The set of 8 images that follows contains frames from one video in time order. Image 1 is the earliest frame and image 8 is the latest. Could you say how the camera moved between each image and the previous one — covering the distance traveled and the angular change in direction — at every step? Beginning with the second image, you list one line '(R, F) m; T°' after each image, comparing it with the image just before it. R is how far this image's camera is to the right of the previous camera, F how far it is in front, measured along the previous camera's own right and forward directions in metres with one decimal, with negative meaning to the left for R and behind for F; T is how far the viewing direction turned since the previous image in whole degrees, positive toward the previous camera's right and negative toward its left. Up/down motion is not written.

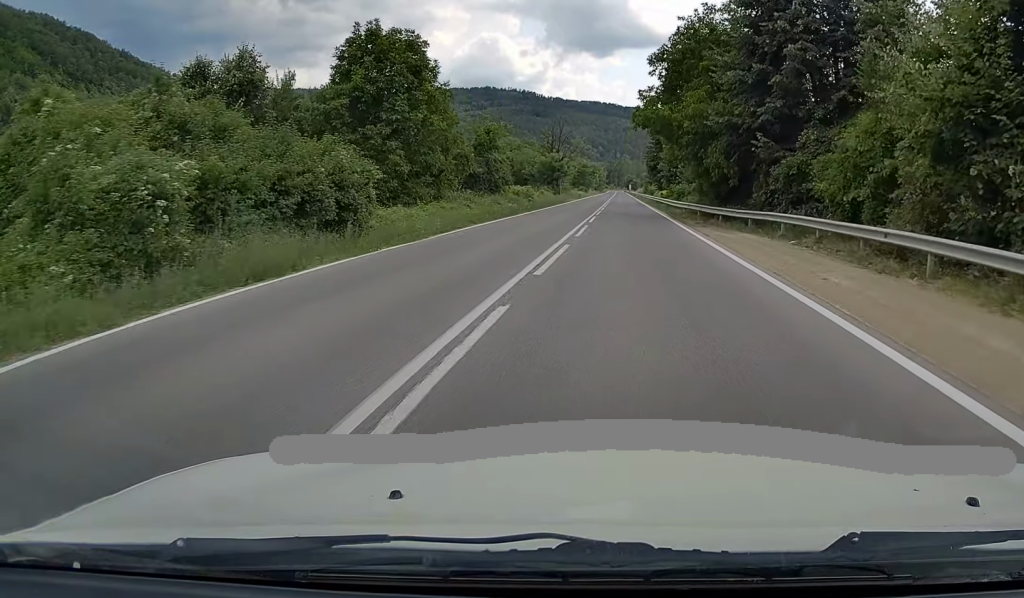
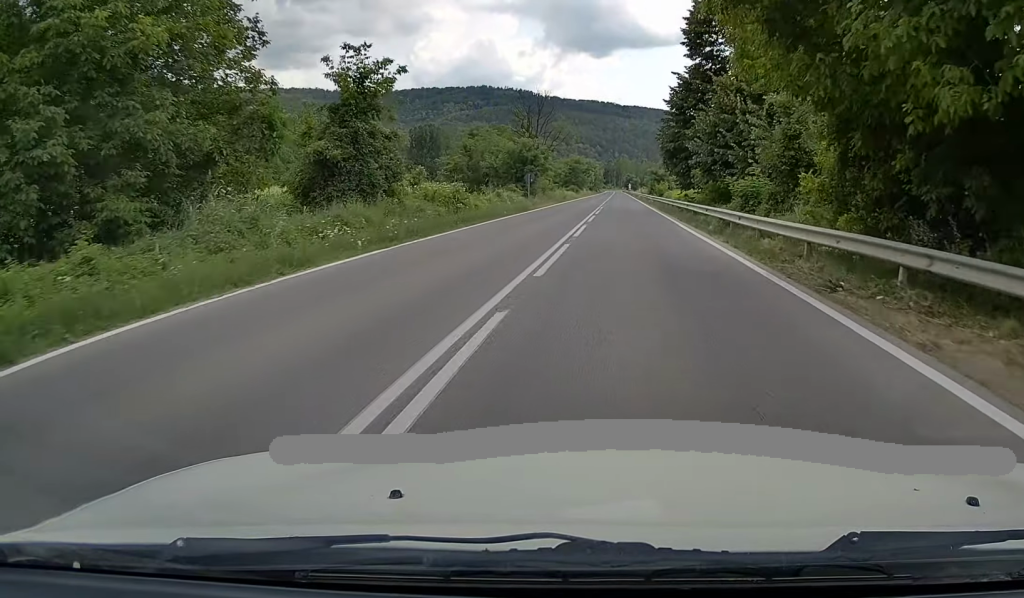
(0.0, +27.1) m; 0°
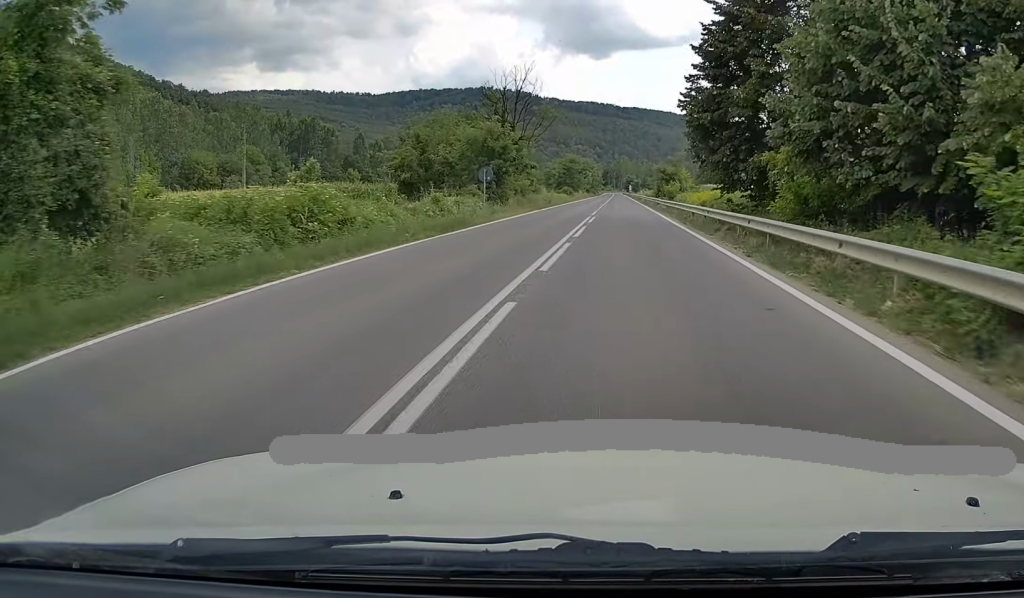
(+0.1, +17.3) m; 0°
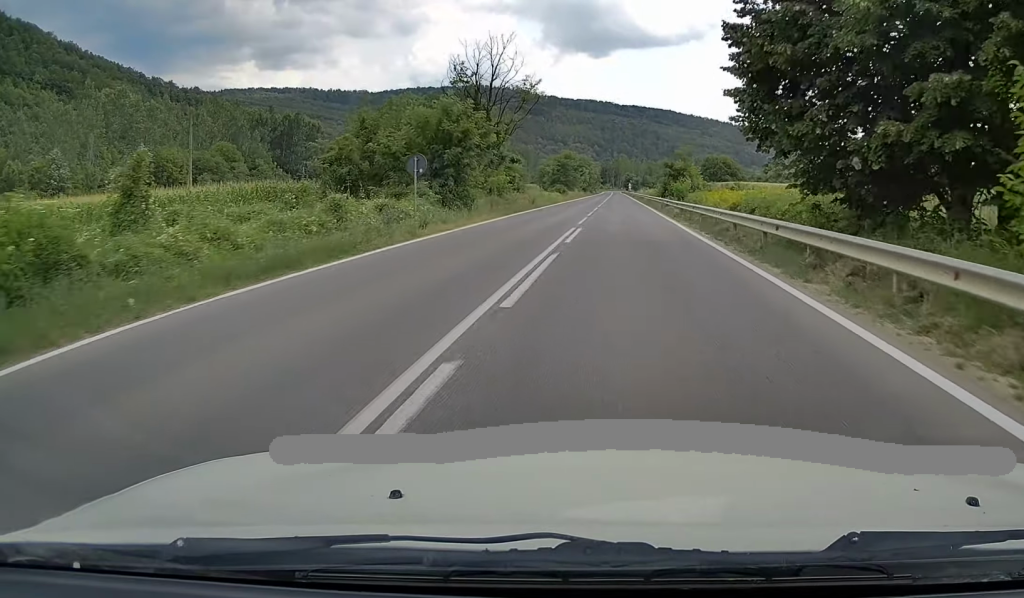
(0.0, +12.1) m; 0°
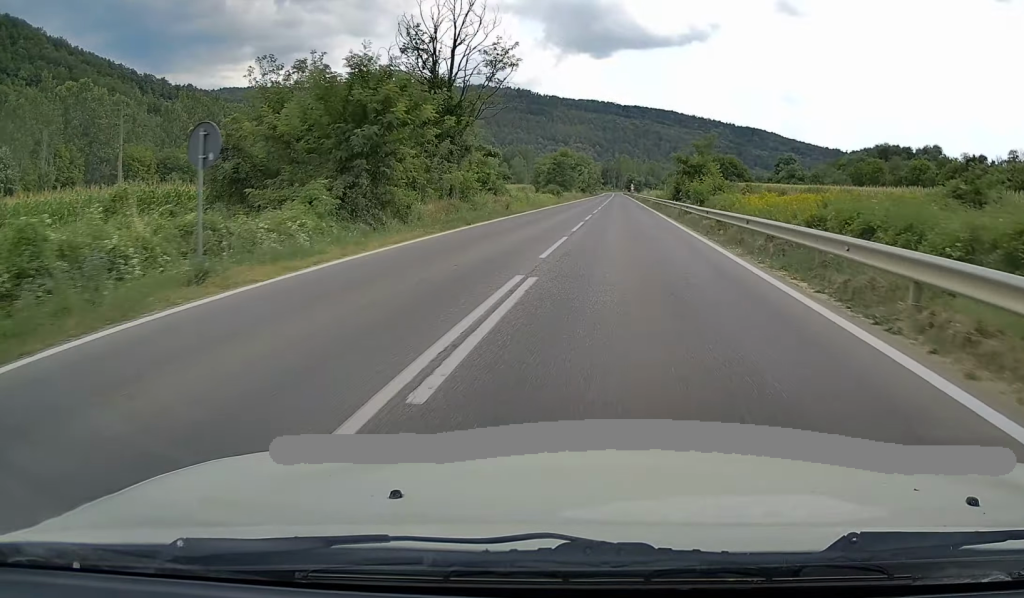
(0.0, +12.8) m; 0°
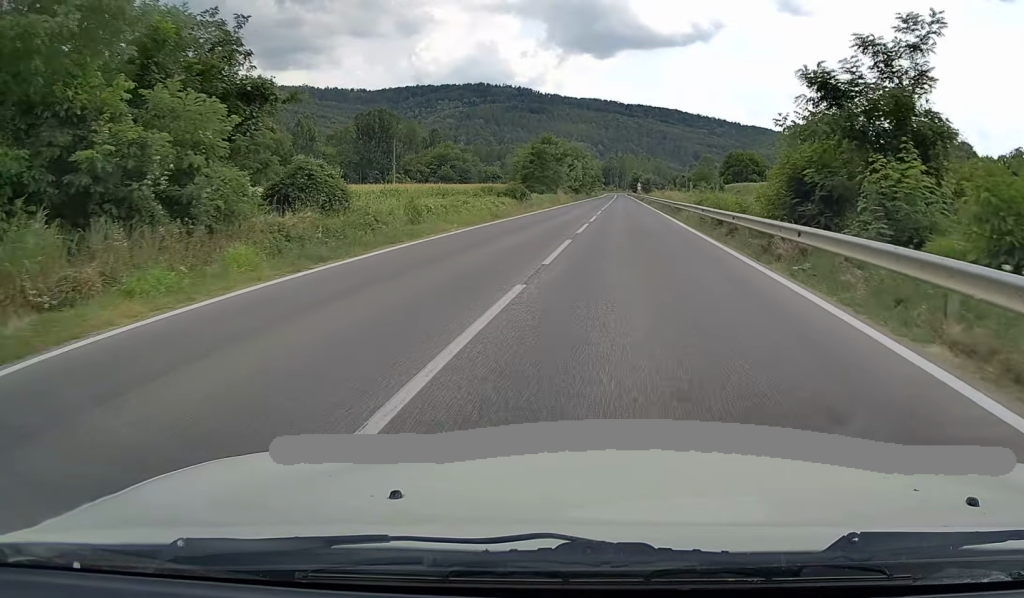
(+0.2, +36.7) m; 0°
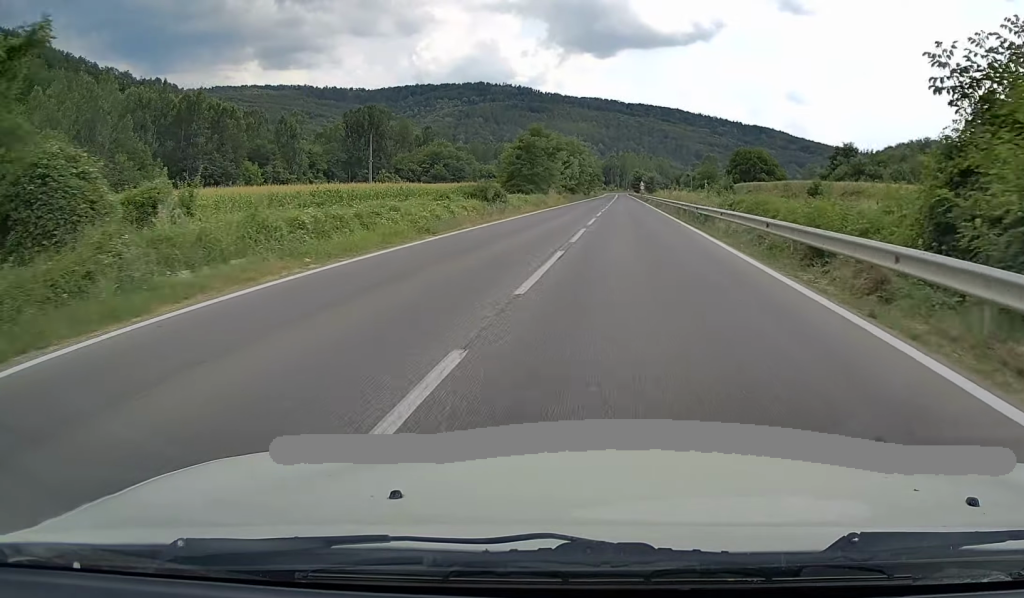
(0.0, +12.7) m; 0°
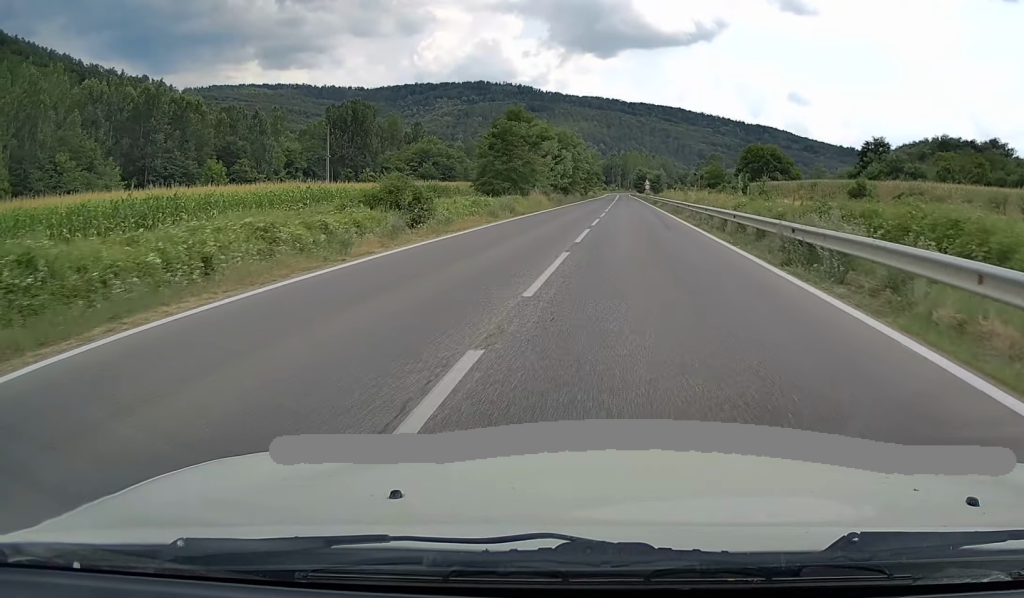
(-0.3, +17.9) m; 0°
